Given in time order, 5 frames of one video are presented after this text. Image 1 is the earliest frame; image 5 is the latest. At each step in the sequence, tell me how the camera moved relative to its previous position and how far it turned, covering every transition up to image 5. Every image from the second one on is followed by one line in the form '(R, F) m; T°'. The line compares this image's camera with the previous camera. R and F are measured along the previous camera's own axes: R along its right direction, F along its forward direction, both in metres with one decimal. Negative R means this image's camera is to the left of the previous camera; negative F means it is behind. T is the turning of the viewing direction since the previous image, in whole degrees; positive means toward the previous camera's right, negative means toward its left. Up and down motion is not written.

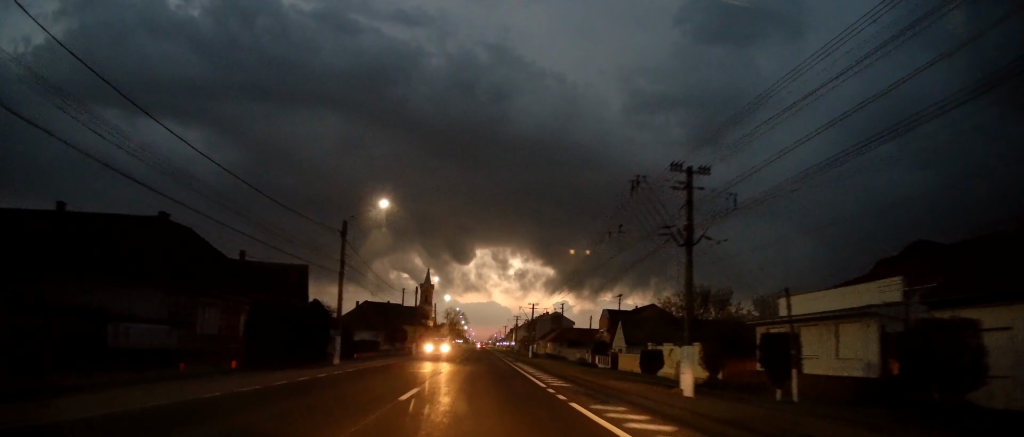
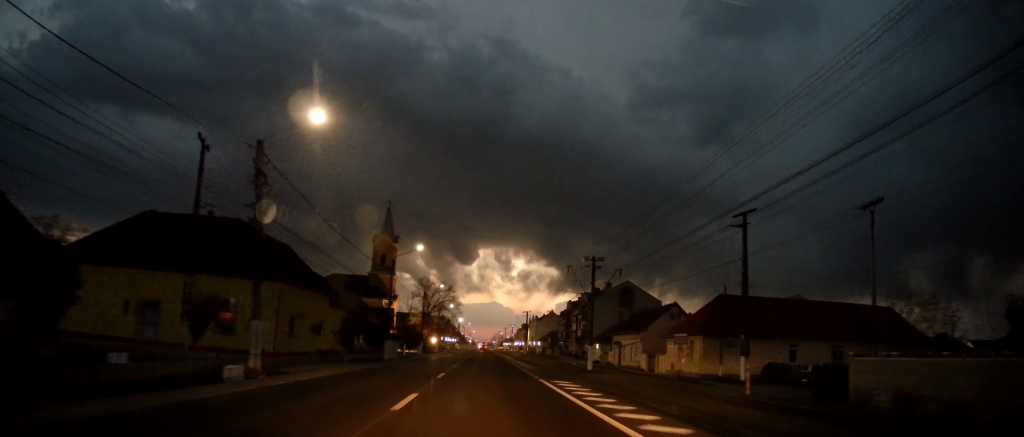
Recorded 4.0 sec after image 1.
(-0.9, +83.7) m; 0°
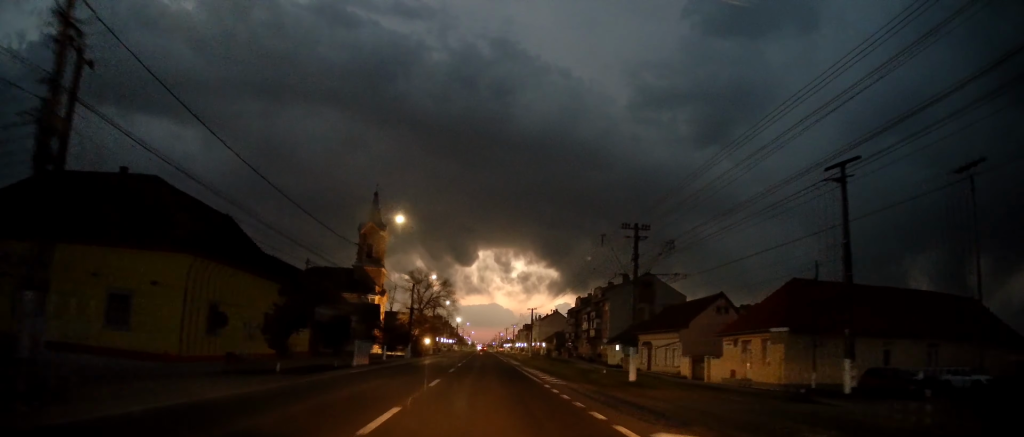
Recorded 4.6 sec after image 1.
(0.0, +11.8) m; 0°
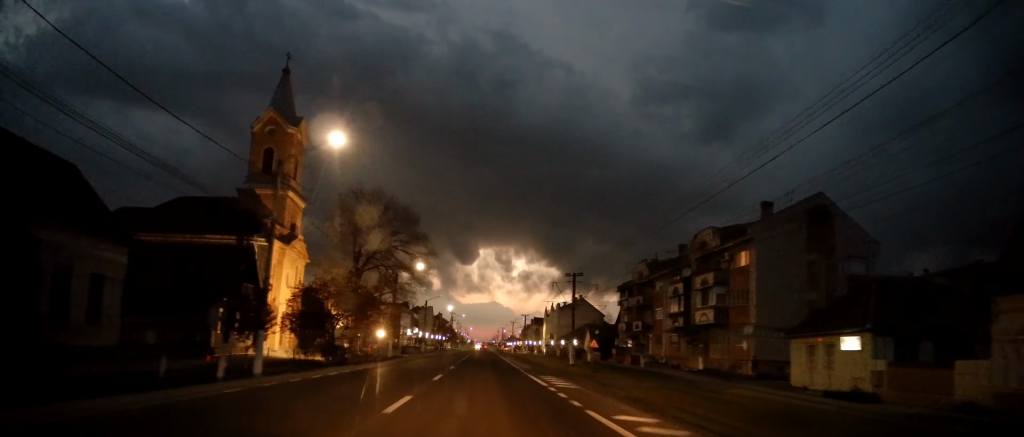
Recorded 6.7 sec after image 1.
(-0.4, +43.5) m; -1°
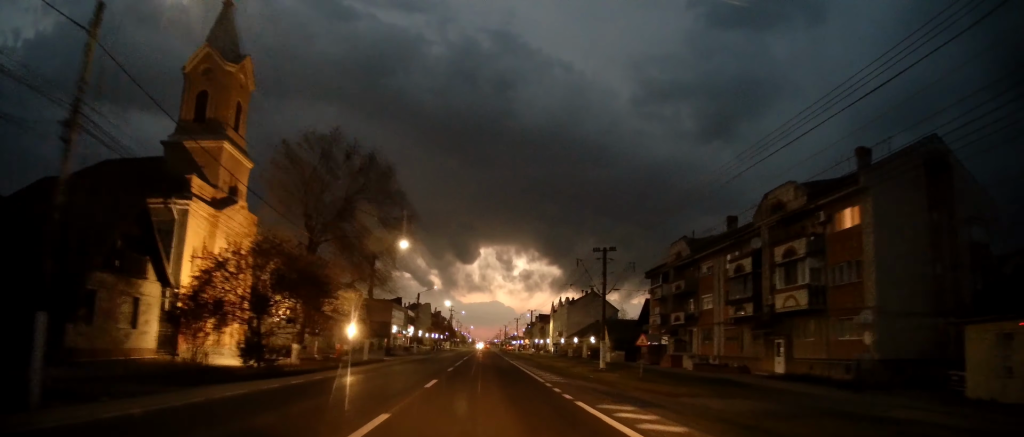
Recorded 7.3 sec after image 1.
(-0.2, +12.3) m; 0°
